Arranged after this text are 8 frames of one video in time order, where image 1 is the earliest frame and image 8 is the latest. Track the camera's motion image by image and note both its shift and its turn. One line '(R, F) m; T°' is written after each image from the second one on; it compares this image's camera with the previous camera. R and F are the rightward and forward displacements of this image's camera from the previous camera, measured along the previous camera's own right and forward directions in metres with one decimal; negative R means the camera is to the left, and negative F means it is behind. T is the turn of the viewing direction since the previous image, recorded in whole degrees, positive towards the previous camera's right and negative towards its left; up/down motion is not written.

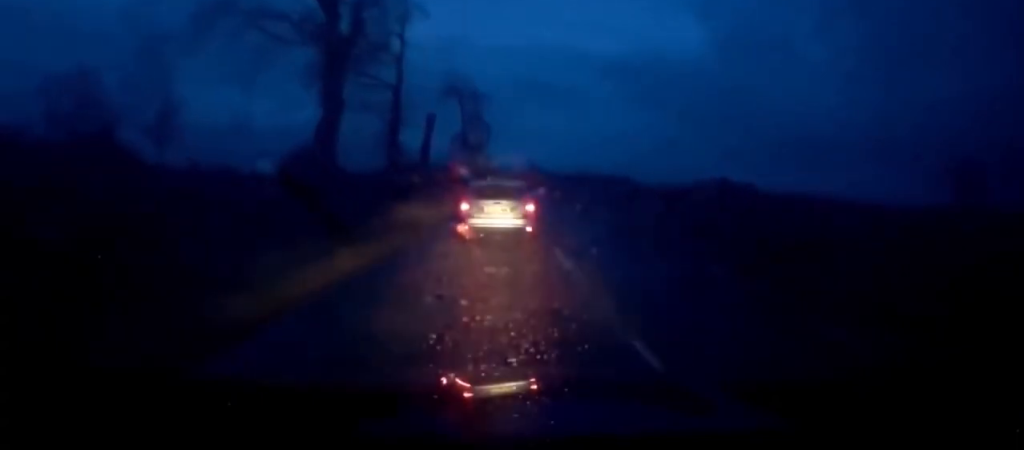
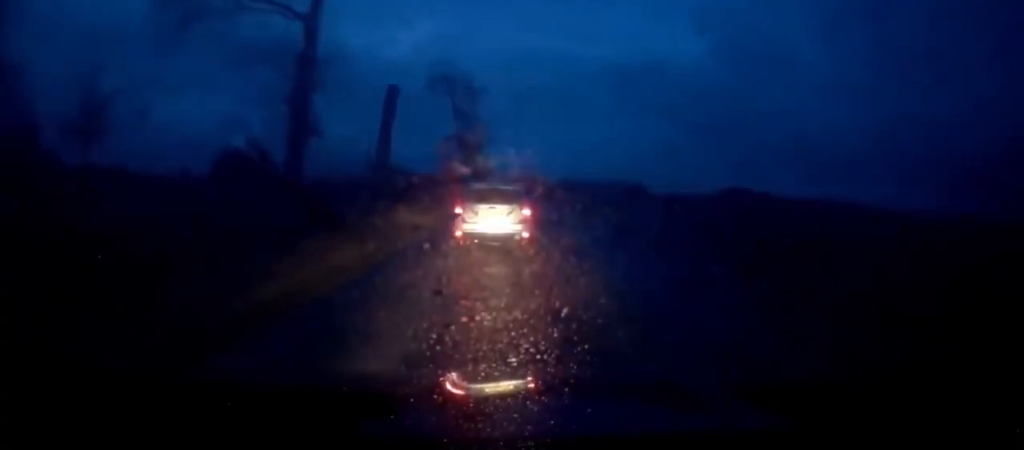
(+0.1, +16.4) m; +1°
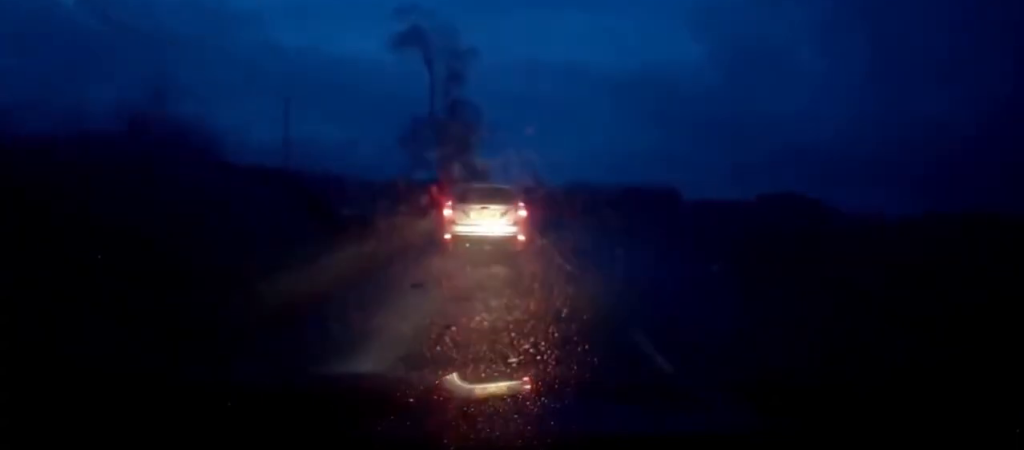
(+0.3, +29.5) m; 0°
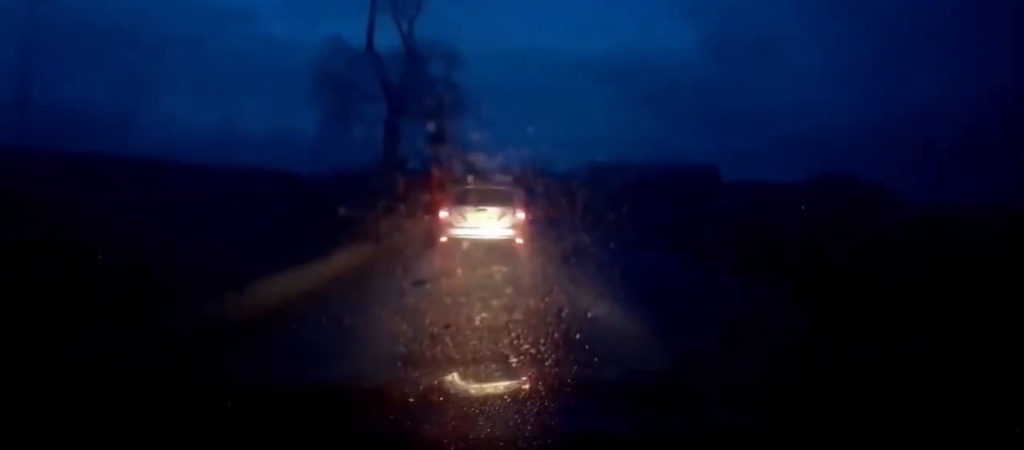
(-0.3, +31.1) m; 0°
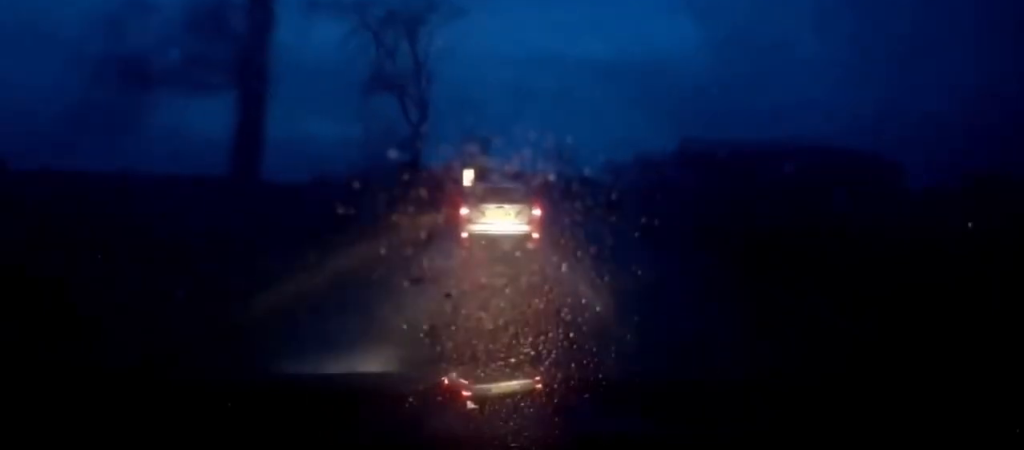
(+0.3, +50.2) m; -1°
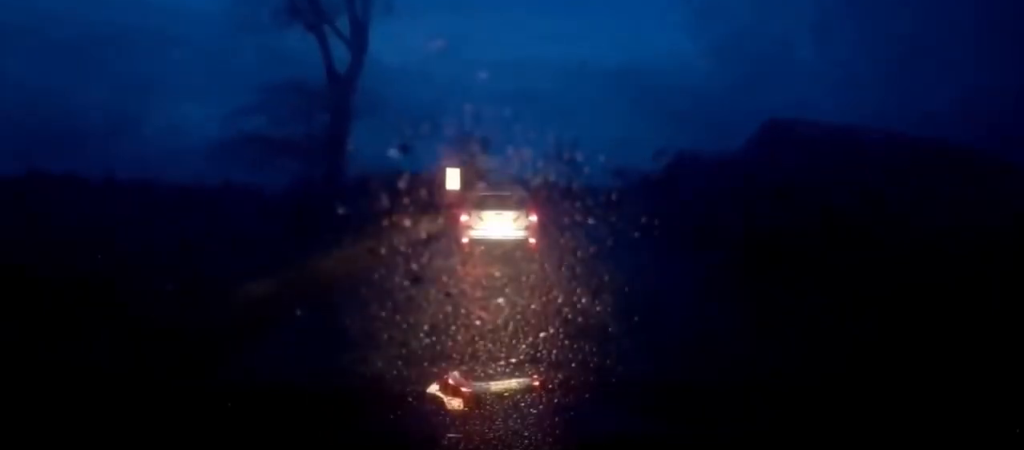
(-0.2, +19.3) m; 0°
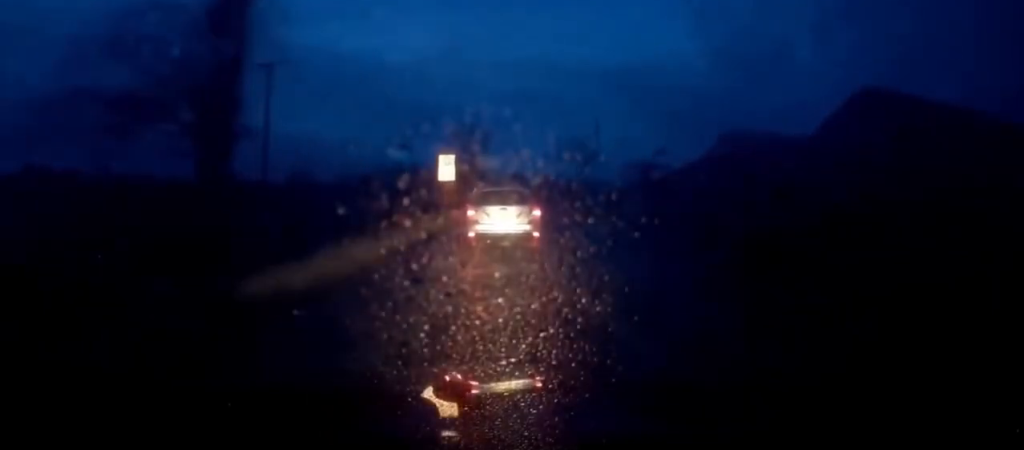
(-0.1, +9.8) m; 0°
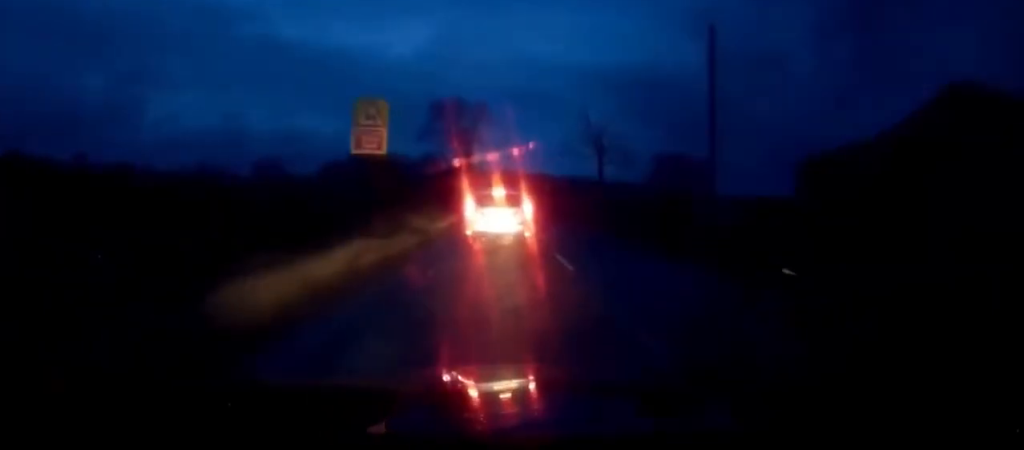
(+0.4, +23.7) m; 0°
